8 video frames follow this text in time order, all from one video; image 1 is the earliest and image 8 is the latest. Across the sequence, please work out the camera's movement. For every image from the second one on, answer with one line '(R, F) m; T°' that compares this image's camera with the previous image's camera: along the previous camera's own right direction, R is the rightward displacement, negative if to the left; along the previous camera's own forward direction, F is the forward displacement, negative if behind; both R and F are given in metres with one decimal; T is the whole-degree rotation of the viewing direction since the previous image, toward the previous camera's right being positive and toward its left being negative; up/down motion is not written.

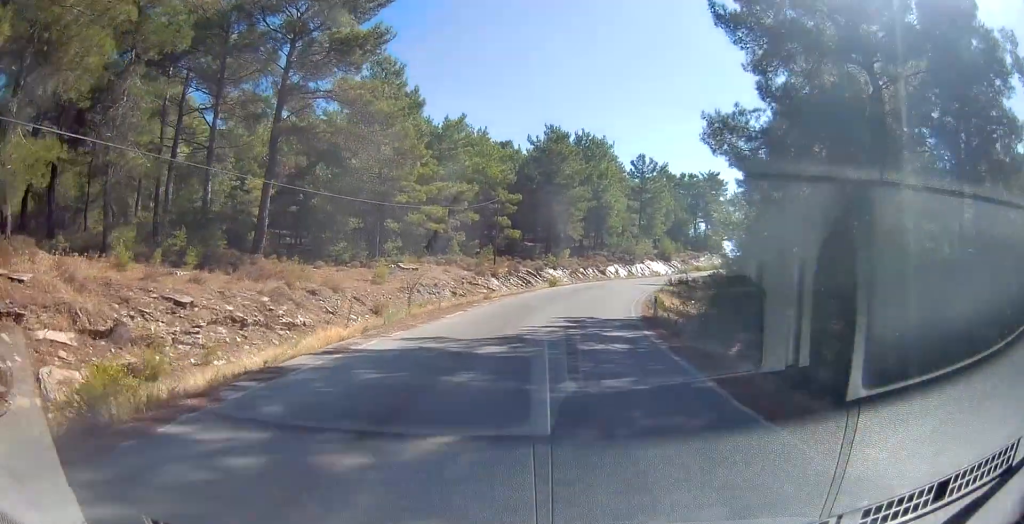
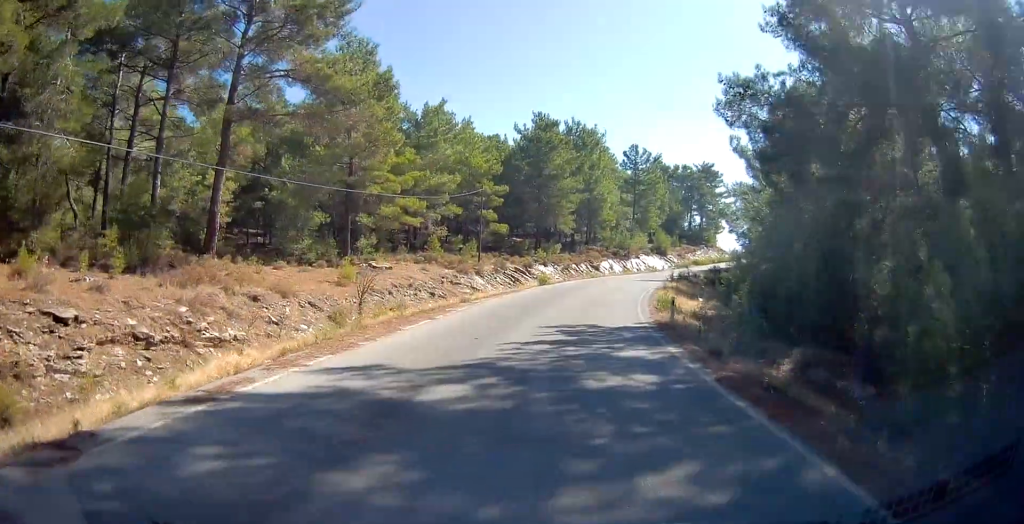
(+0.2, +3.9) m; +1°
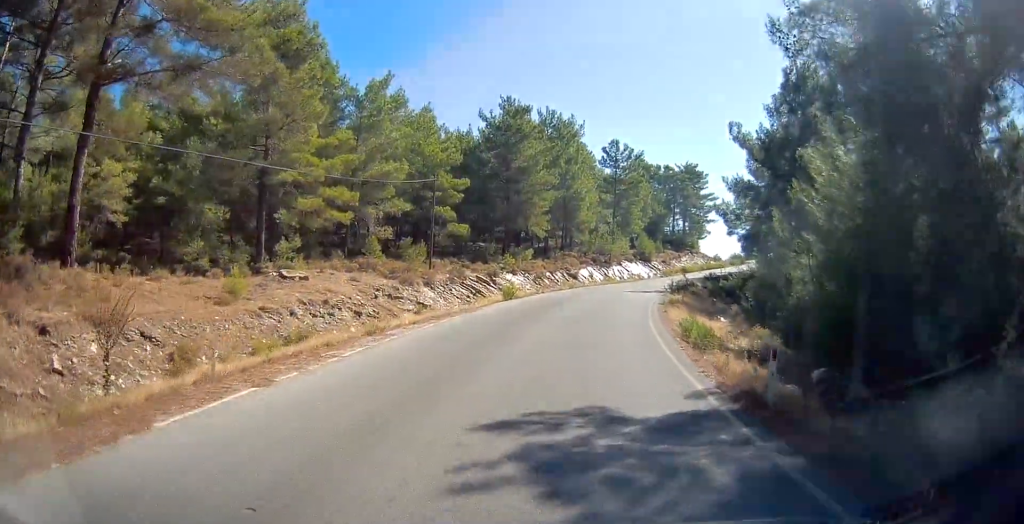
(-0.1, +8.4) m; +2°
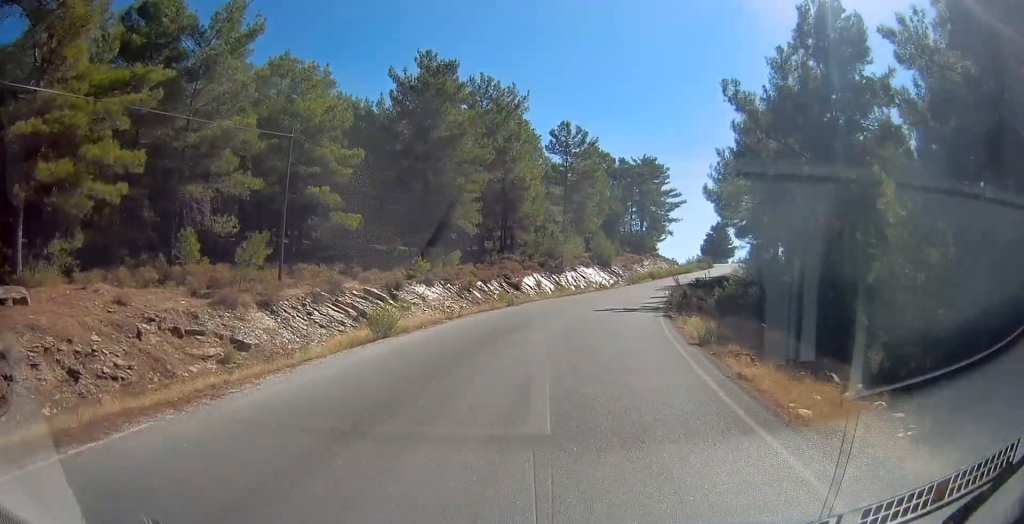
(+0.7, +13.4) m; +5°
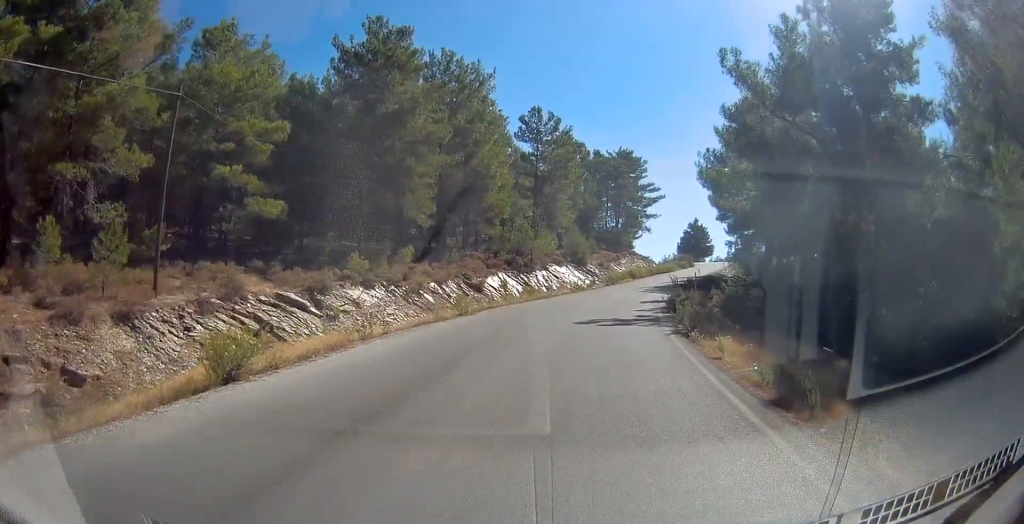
(0.0, +5.8) m; +1°
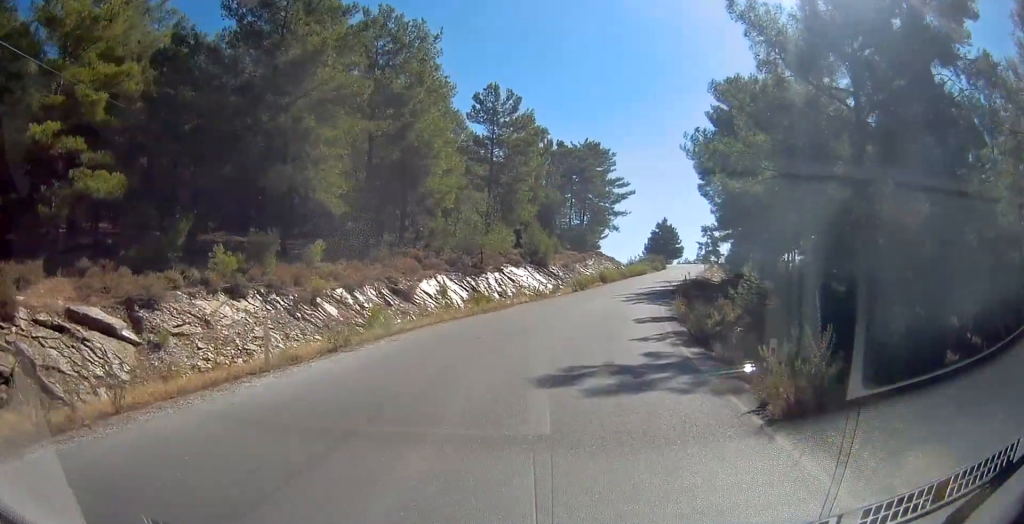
(+0.2, +8.4) m; +4°
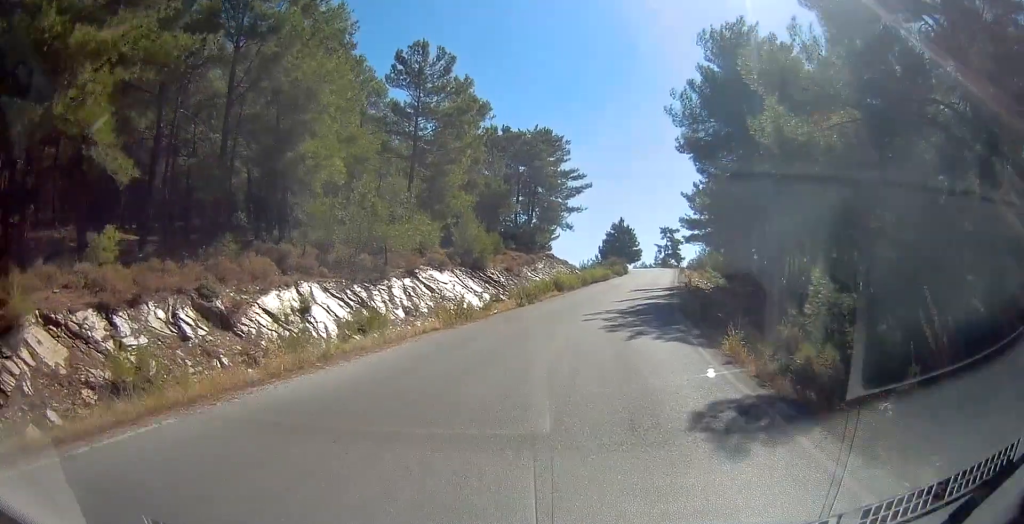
(+0.7, +11.5) m; +6°
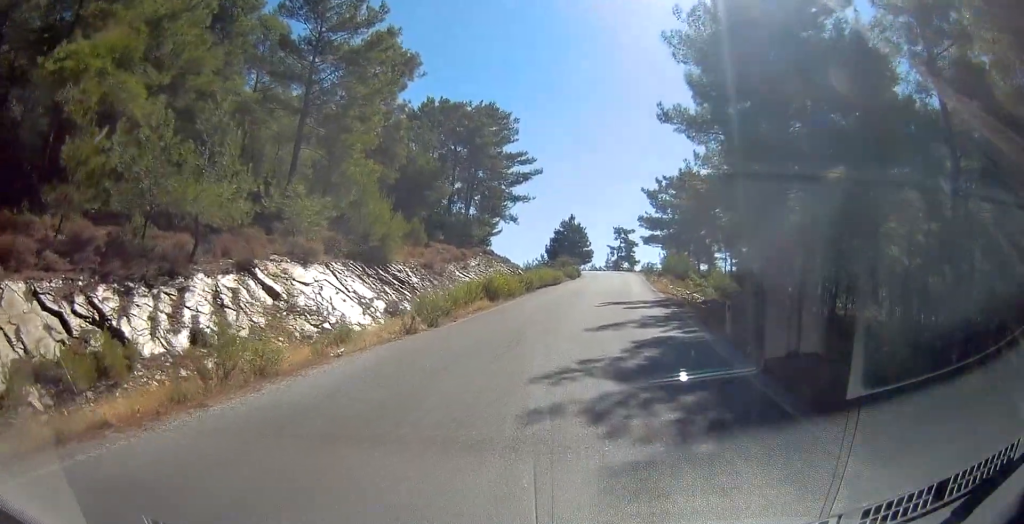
(+0.3, +11.4) m; +5°
